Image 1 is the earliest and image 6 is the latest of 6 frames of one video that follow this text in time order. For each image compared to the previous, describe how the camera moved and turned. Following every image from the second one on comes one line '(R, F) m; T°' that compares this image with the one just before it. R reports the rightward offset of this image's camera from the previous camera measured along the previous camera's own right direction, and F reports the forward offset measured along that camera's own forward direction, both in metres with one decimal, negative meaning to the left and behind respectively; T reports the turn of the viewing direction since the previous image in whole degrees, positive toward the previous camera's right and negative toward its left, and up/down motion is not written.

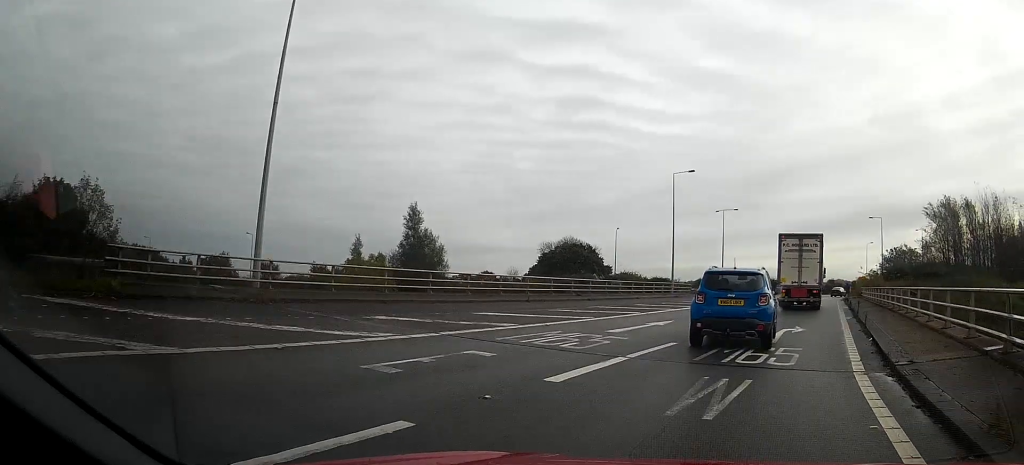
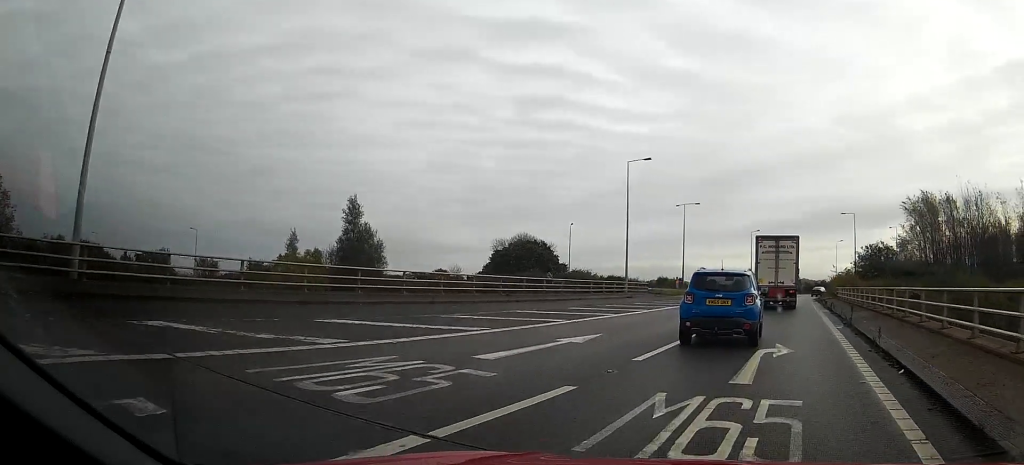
(+0.1, +6.2) m; +3°
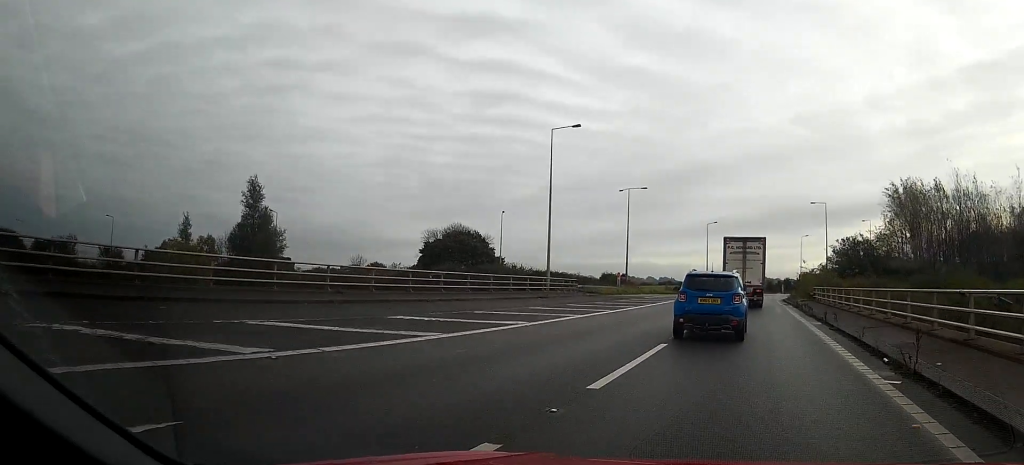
(+0.8, +11.8) m; +7°
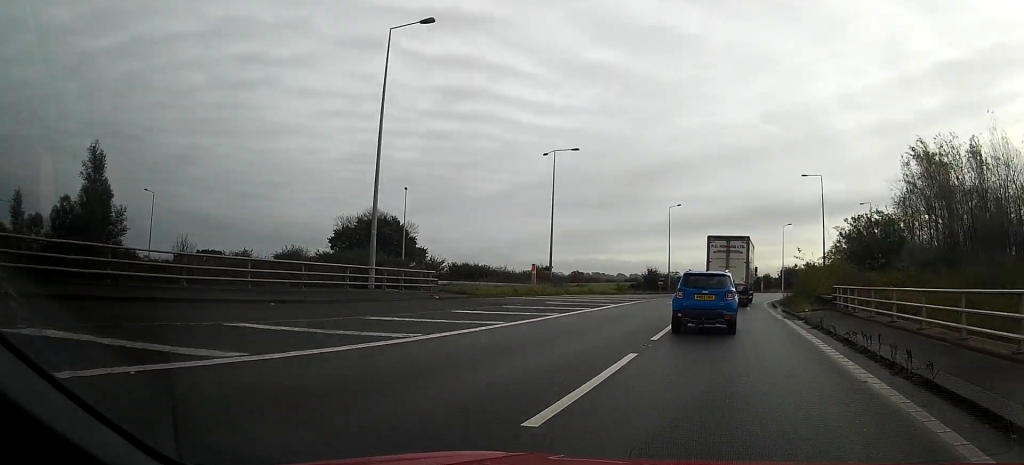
(+0.9, +20.3) m; +3°
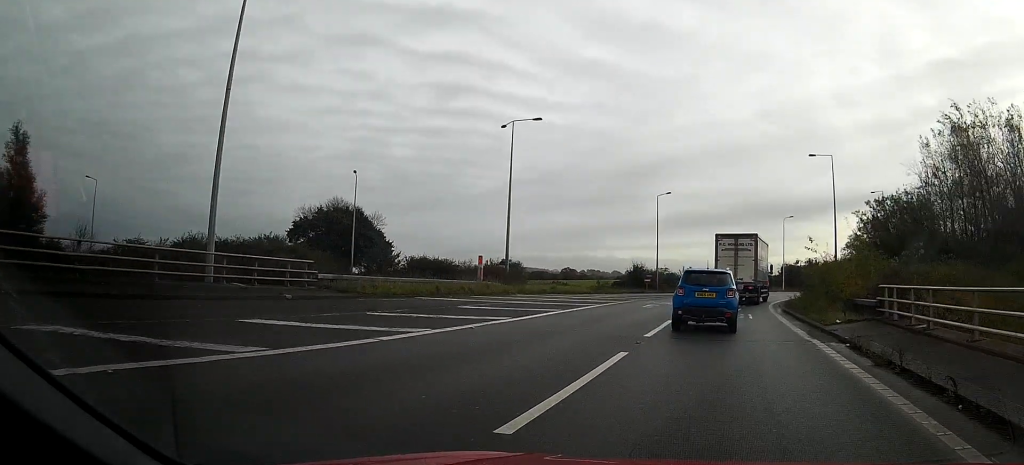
(0.0, +9.4) m; 0°
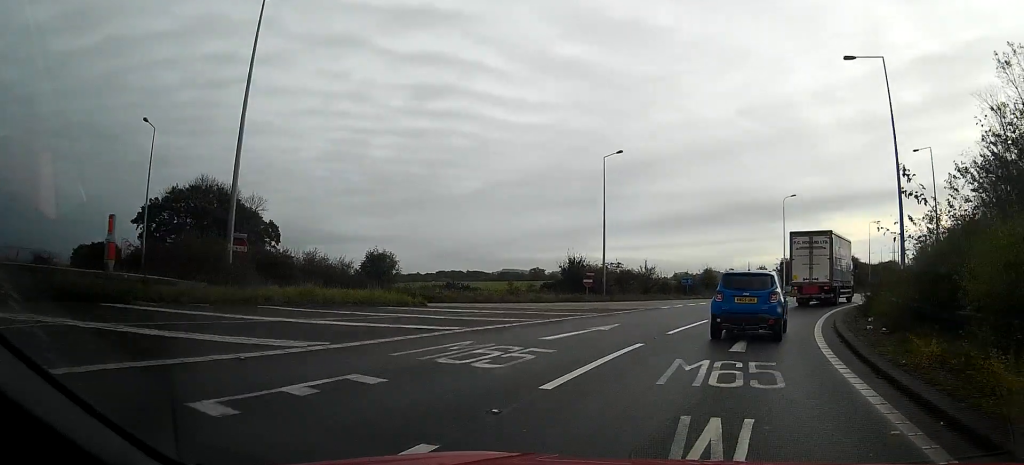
(0.0, +25.0) m; +1°
